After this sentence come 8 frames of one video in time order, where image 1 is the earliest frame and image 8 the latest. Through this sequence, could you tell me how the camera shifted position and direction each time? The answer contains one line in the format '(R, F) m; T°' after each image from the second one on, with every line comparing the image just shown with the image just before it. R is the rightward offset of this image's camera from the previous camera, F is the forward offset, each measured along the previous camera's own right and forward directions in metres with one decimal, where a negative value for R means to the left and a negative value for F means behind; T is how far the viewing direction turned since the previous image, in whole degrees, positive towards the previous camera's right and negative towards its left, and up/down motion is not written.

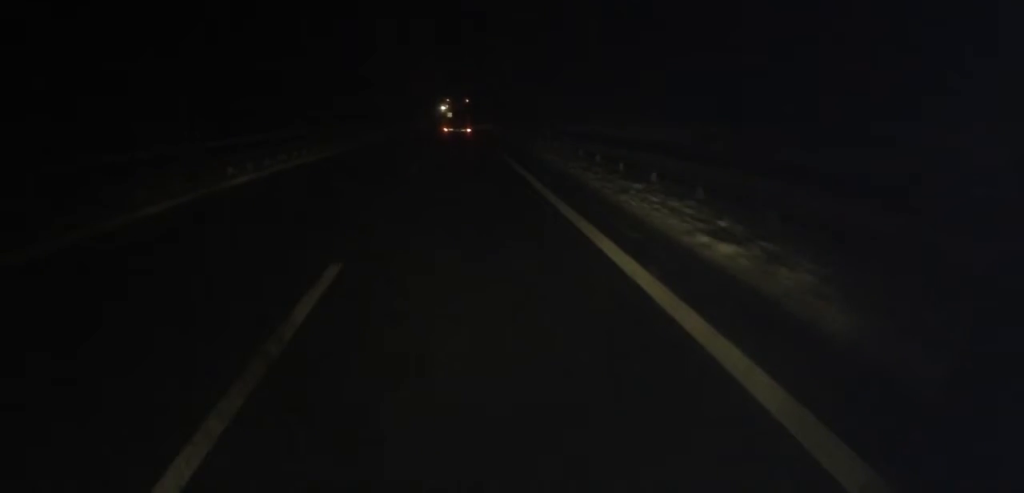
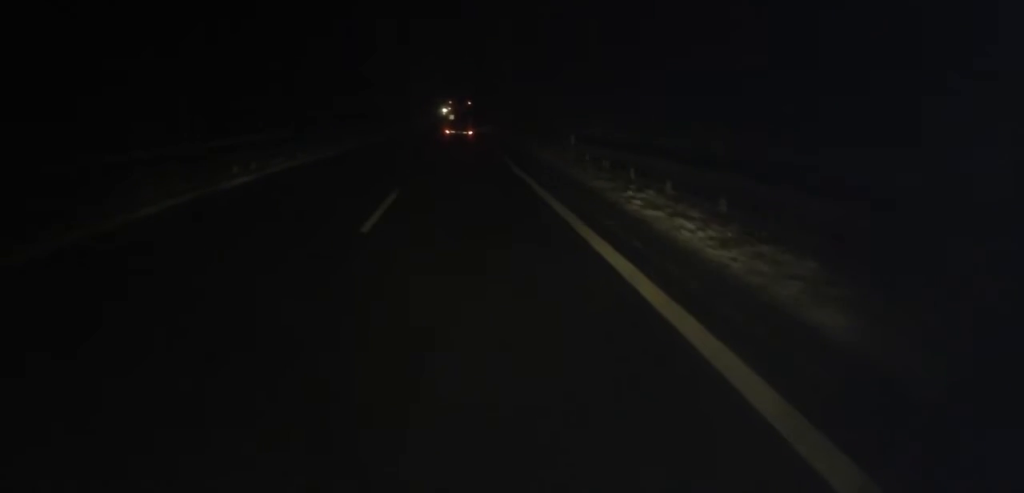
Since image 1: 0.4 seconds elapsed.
(+0.1, +9.5) m; 0°
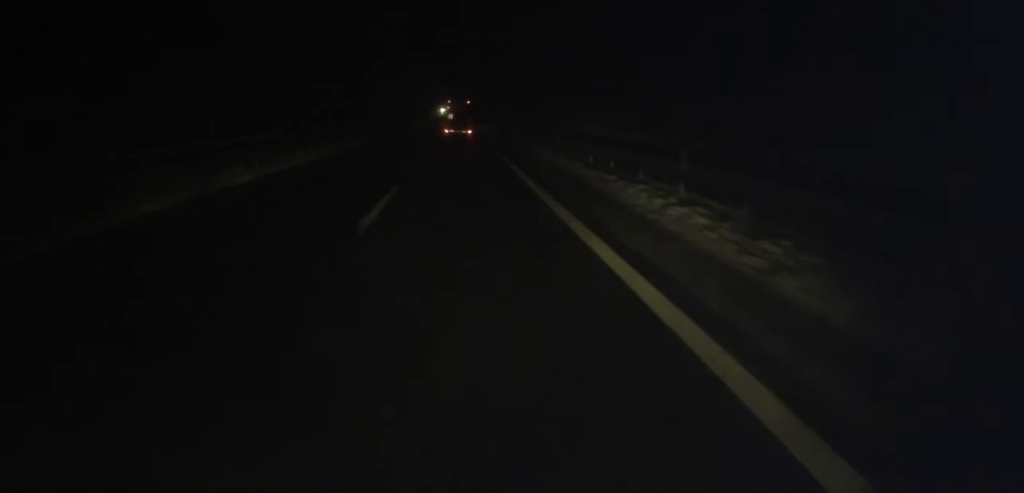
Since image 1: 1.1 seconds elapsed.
(+0.3, +17.4) m; 0°
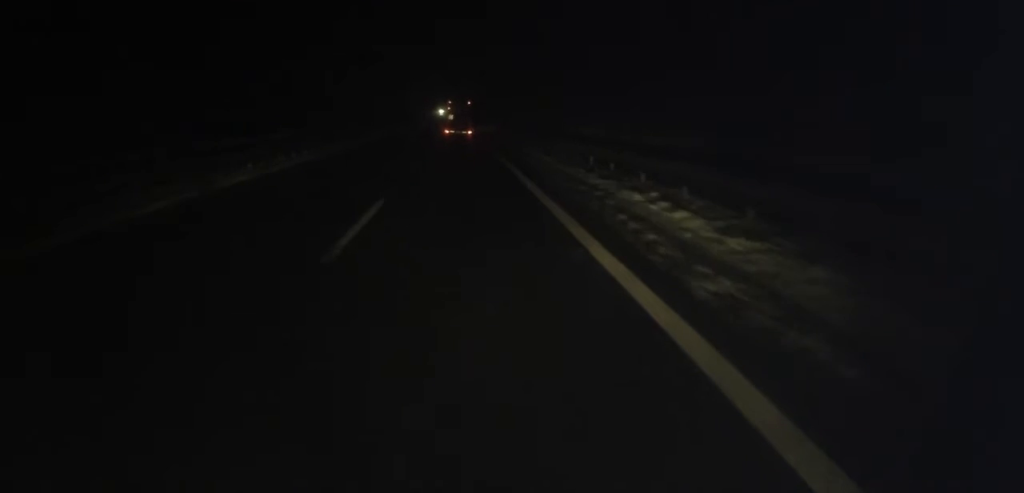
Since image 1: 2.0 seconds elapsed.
(-0.4, +20.6) m; 0°
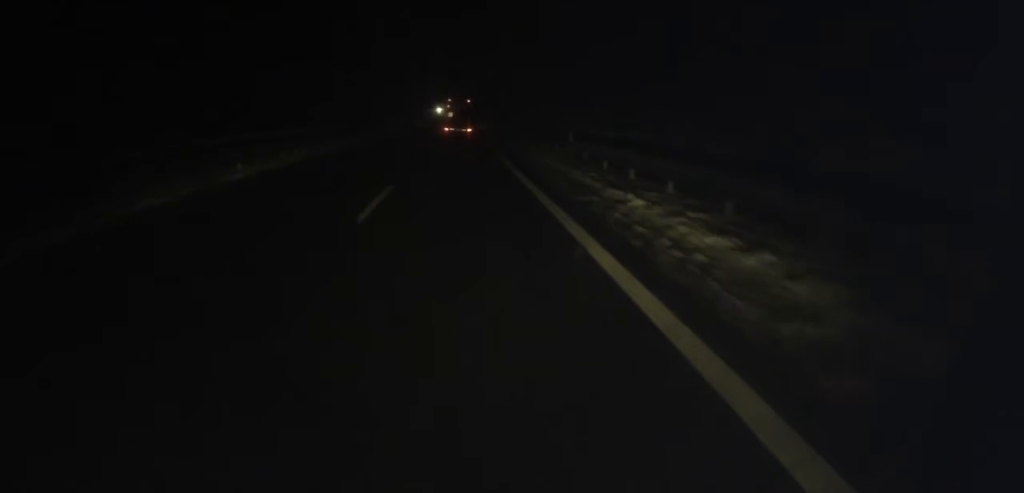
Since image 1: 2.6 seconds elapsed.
(+0.3, +15.1) m; 0°
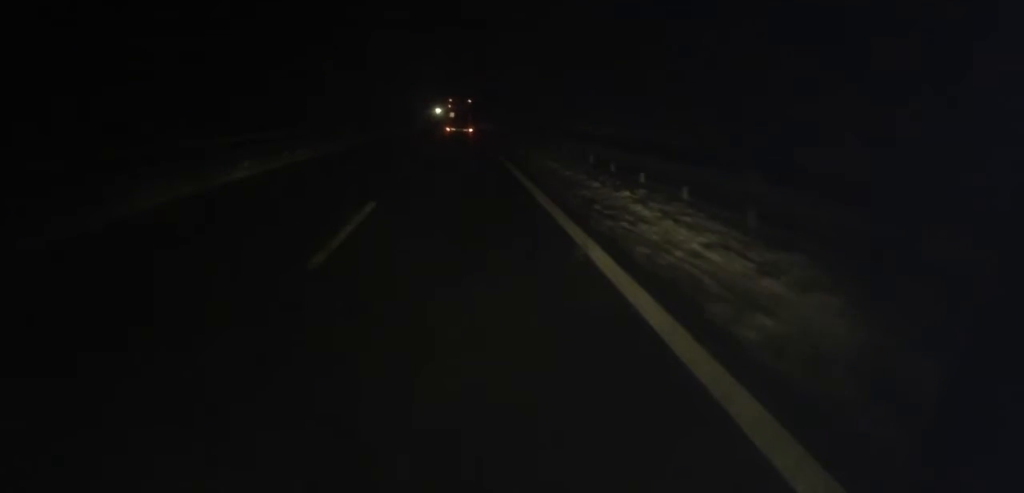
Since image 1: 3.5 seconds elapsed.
(0.0, +21.5) m; 0°
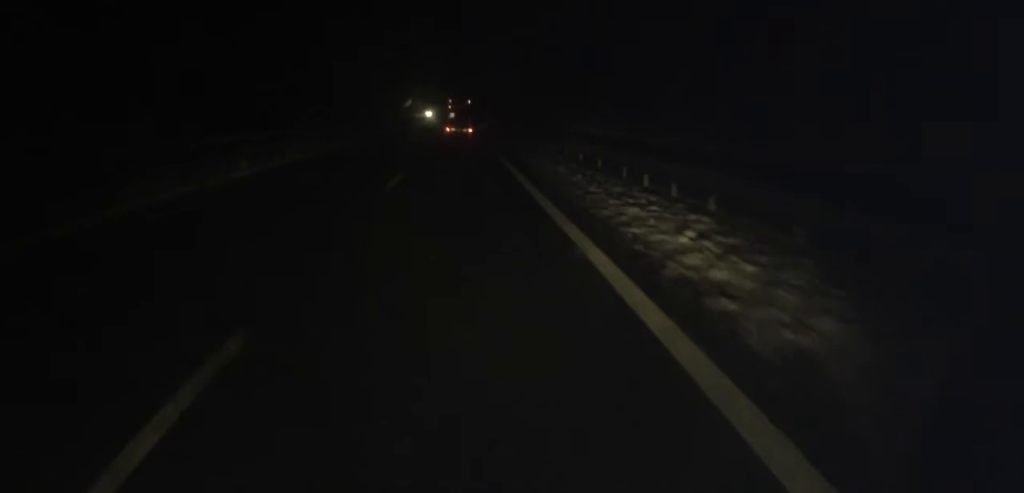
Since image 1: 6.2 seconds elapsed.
(-0.3, +62.6) m; -1°
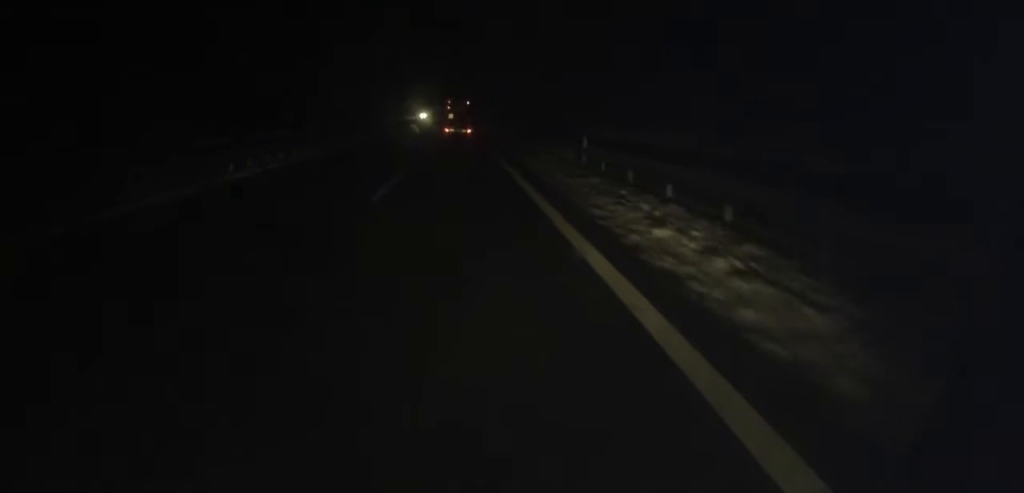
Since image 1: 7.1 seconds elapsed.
(-0.1, +21.2) m; +1°
